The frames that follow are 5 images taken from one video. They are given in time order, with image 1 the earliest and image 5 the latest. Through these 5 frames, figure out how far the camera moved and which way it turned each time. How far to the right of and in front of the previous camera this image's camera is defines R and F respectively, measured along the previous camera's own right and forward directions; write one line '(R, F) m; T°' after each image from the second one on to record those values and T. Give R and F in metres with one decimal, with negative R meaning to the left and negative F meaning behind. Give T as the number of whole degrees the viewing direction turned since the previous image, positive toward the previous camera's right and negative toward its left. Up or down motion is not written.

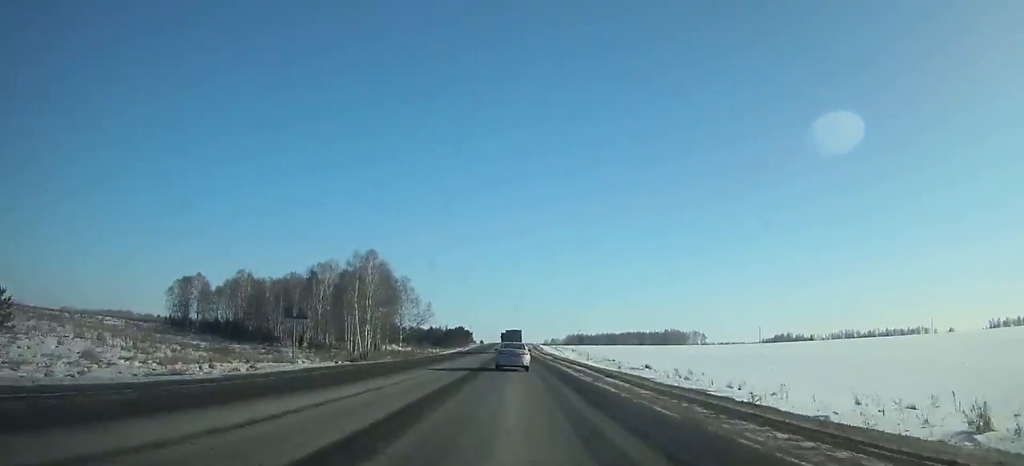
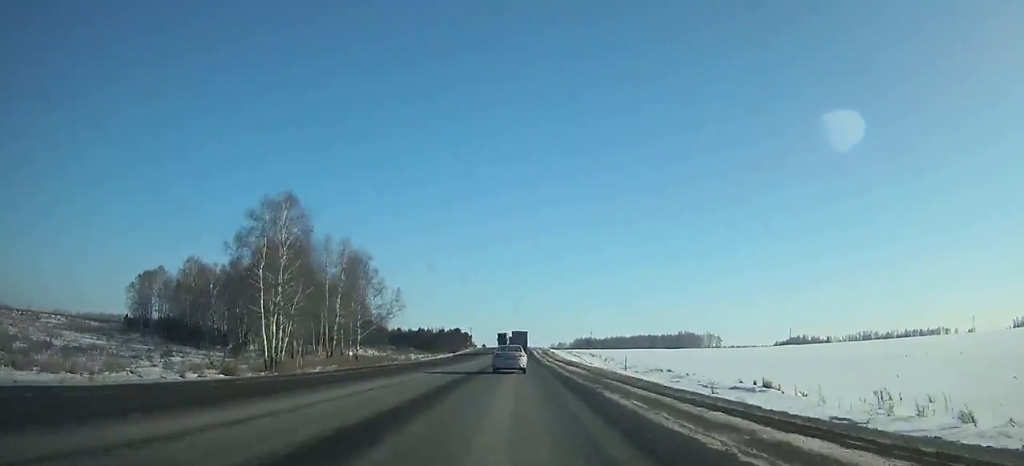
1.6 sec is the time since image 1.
(0.0, +31.5) m; 0°
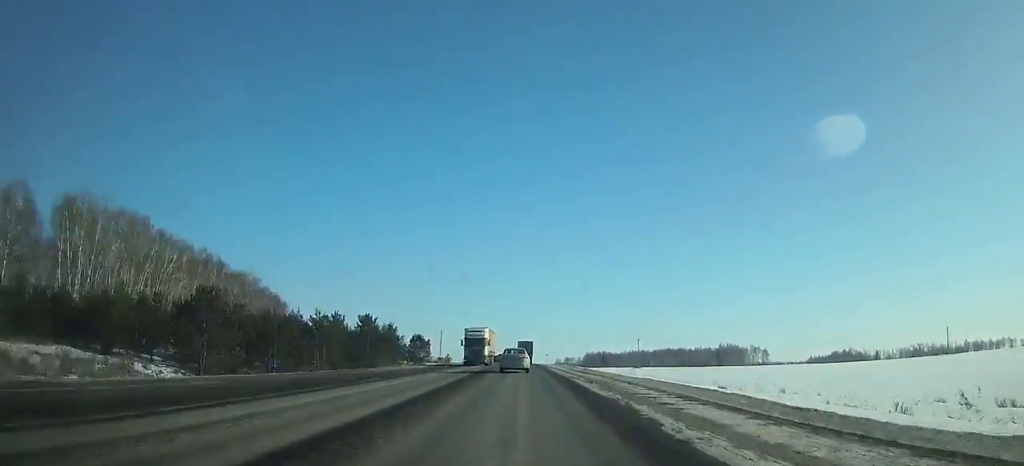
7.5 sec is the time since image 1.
(-0.1, +118.3) m; 0°
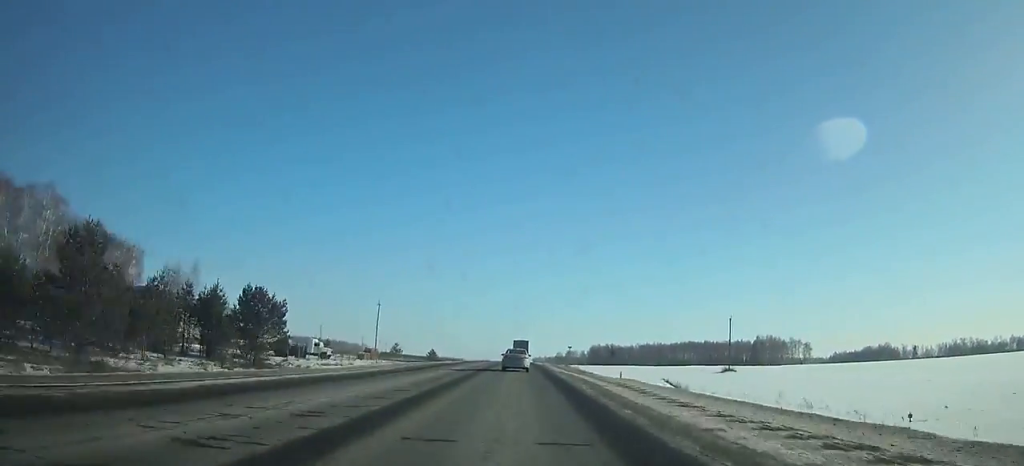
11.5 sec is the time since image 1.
(+0.2, +82.6) m; 0°
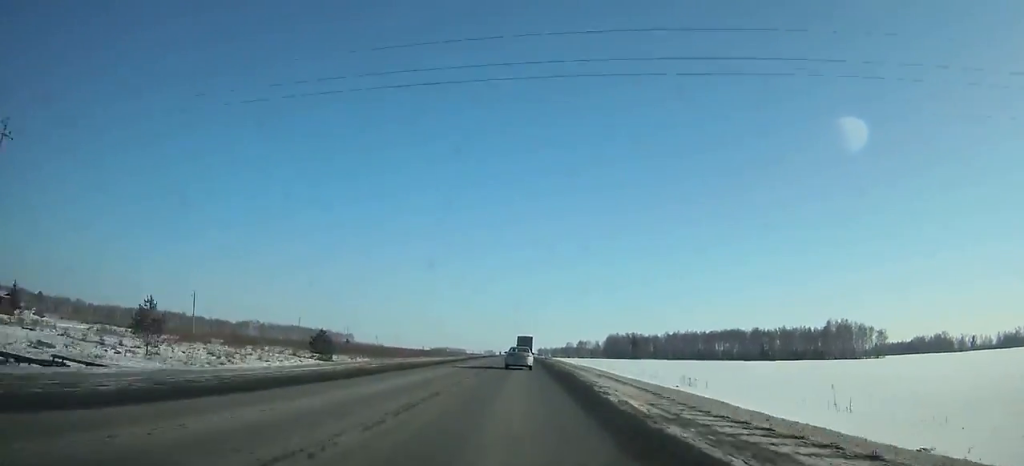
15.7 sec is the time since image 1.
(-0.3, +89.0) m; 0°
